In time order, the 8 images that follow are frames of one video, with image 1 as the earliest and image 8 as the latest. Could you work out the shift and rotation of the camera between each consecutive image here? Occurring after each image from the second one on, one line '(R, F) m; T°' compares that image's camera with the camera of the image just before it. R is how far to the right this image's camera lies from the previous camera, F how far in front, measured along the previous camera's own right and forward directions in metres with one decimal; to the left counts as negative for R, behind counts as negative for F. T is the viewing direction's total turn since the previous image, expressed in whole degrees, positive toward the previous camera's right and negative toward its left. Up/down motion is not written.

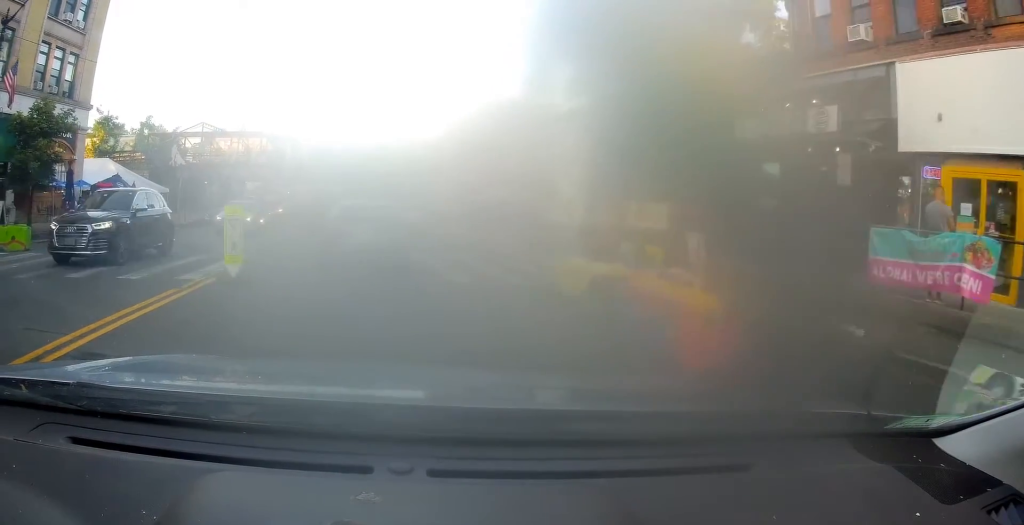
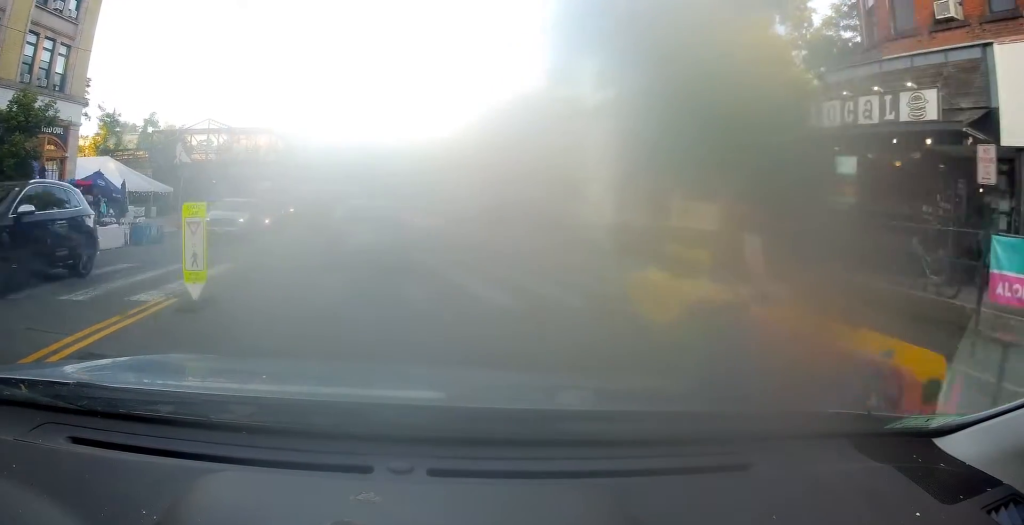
(0.0, +2.8) m; +3°
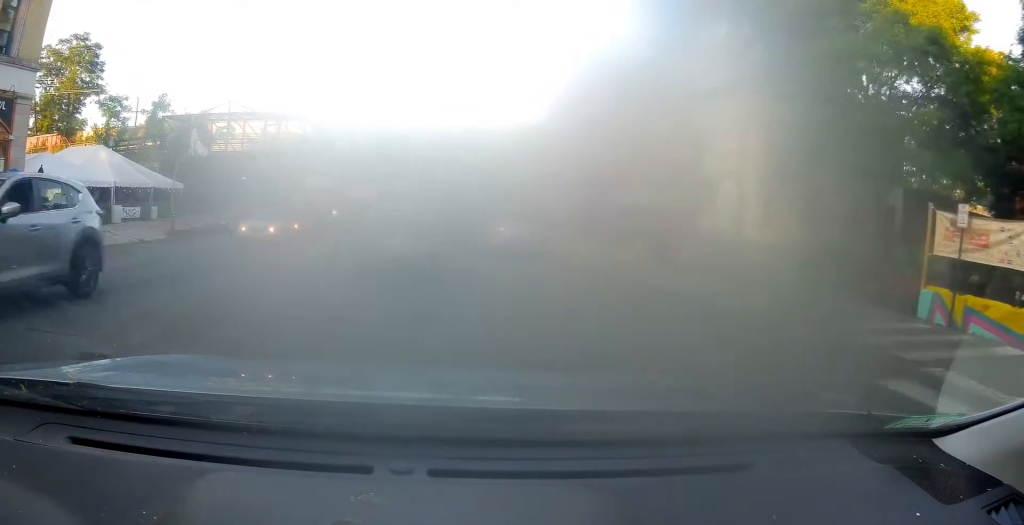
(-0.5, +10.7) m; -3°
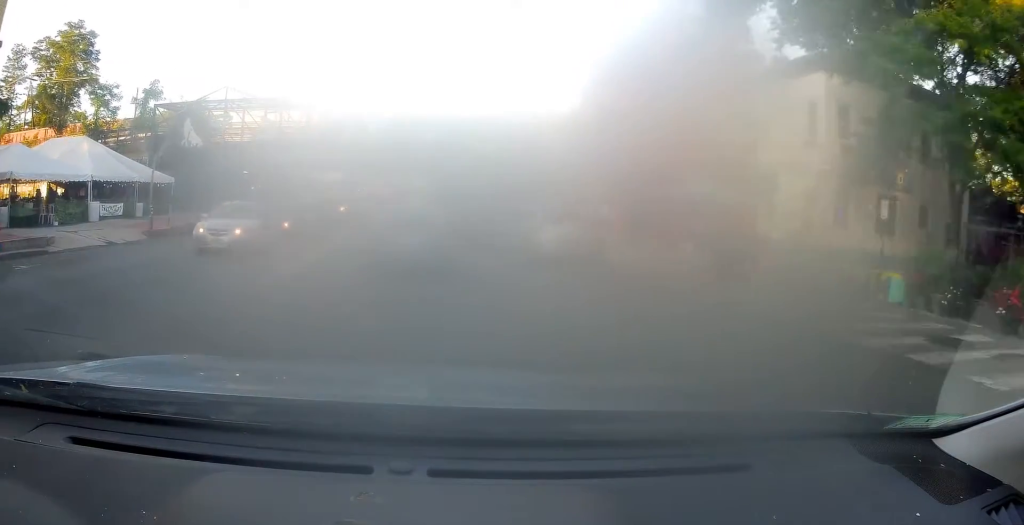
(+0.1, +4.1) m; -1°
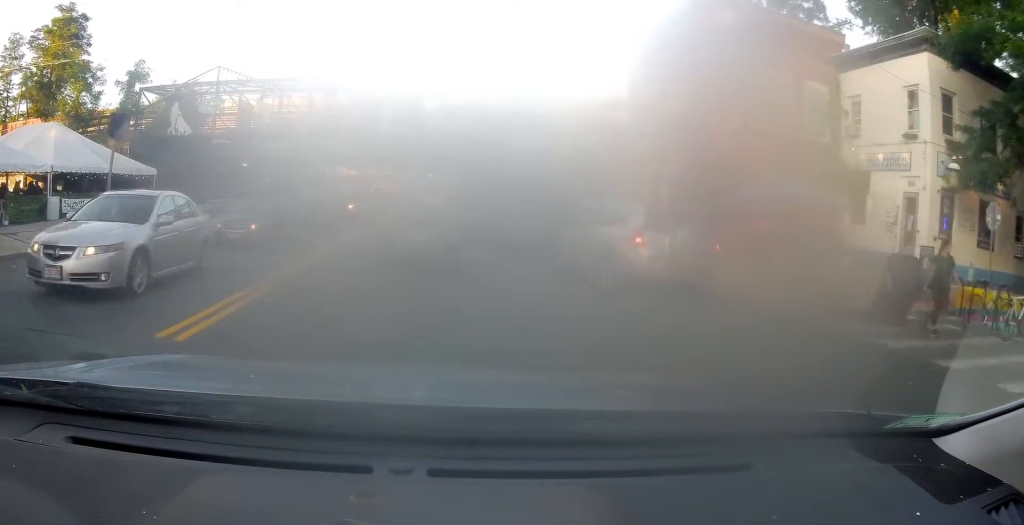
(+0.2, +5.0) m; -3°
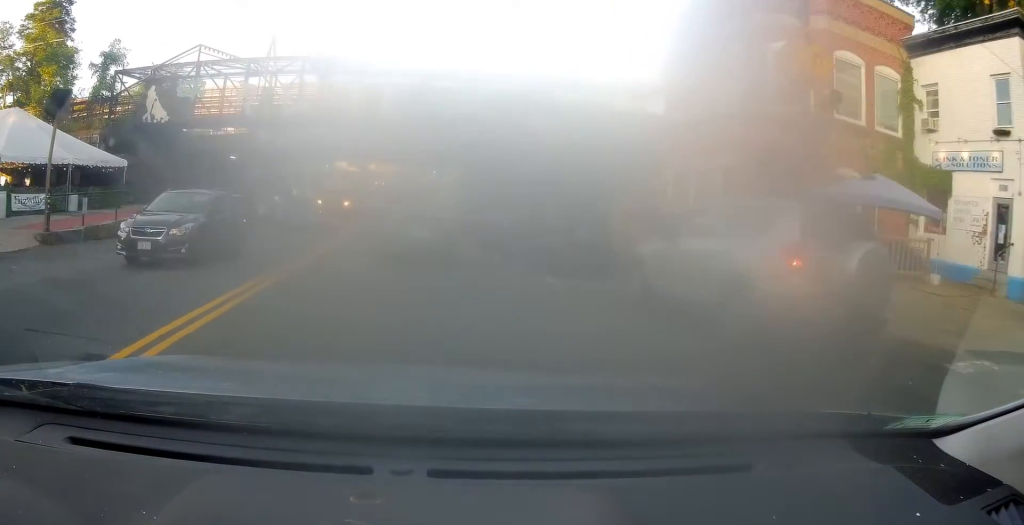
(-0.6, +4.0) m; -4°
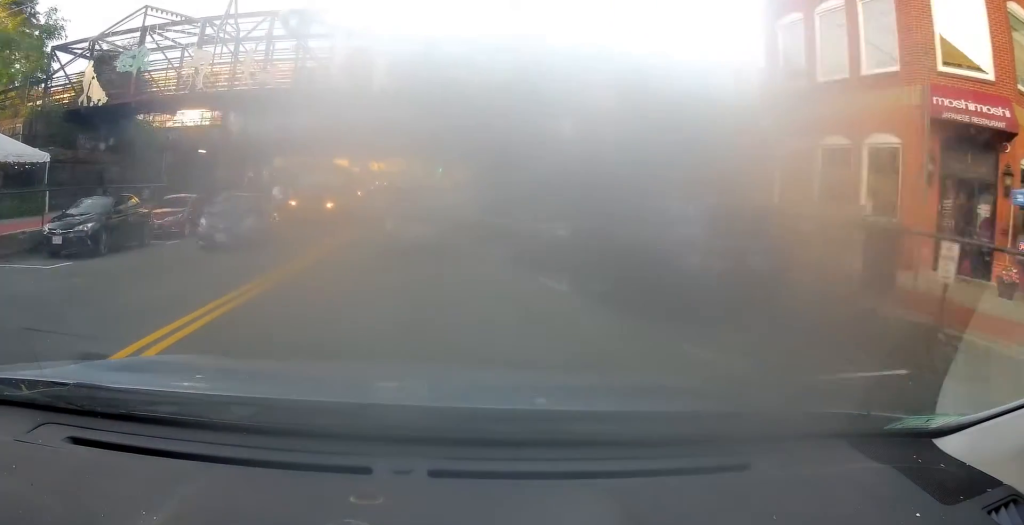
(+0.1, +7.8) m; -3°
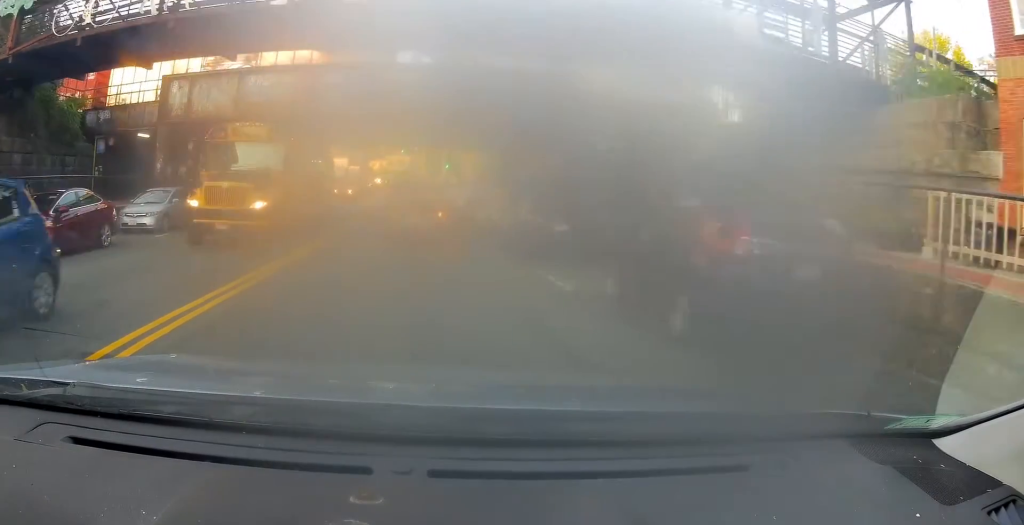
(-0.4, +9.5) m; 0°
